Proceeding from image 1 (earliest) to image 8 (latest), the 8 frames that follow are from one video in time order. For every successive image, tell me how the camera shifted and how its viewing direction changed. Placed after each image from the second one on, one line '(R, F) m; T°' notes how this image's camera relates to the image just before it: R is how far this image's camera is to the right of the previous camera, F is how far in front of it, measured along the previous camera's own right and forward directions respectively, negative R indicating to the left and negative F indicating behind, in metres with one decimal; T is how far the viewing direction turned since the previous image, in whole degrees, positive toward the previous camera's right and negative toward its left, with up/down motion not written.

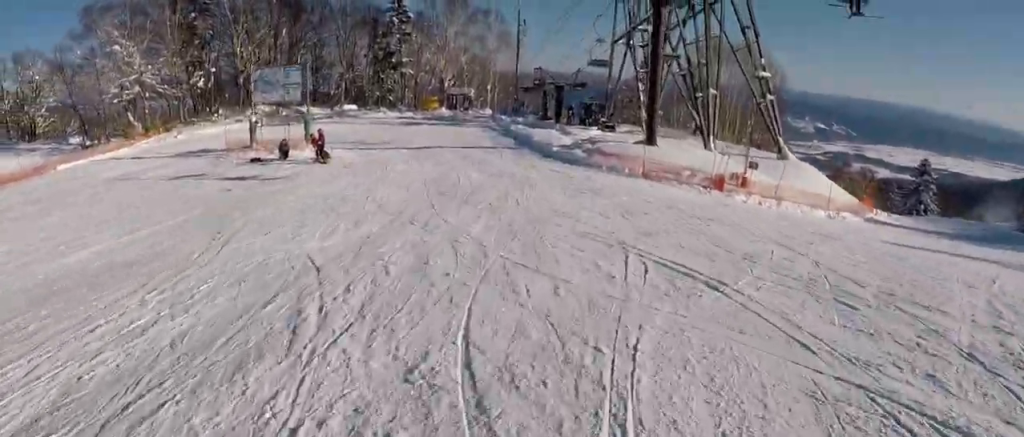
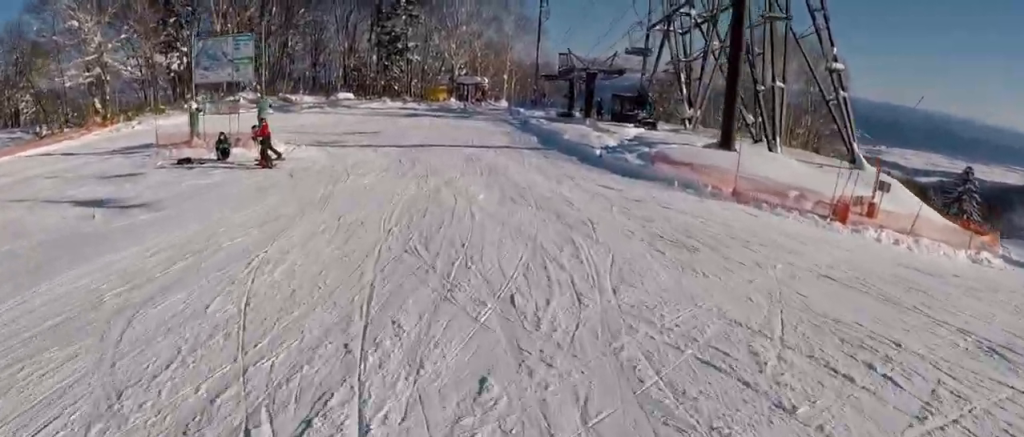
(0.0, +8.0) m; -5°
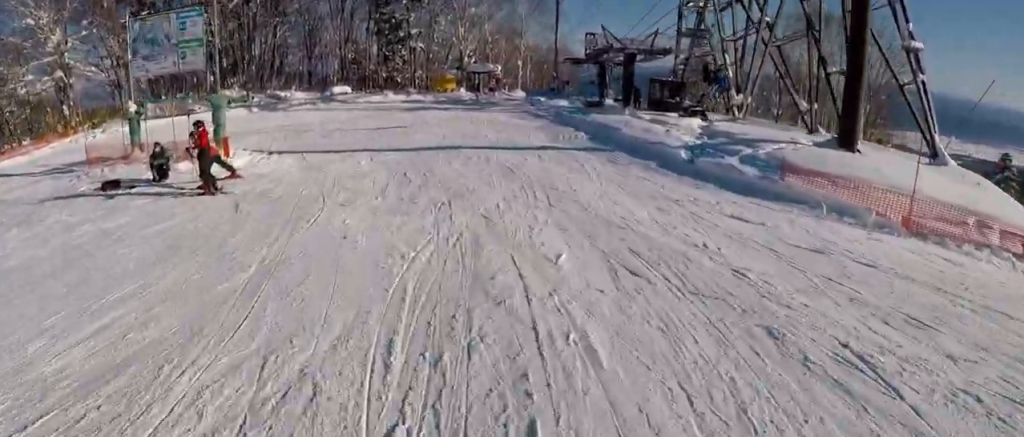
(-0.6, +5.6) m; +4°
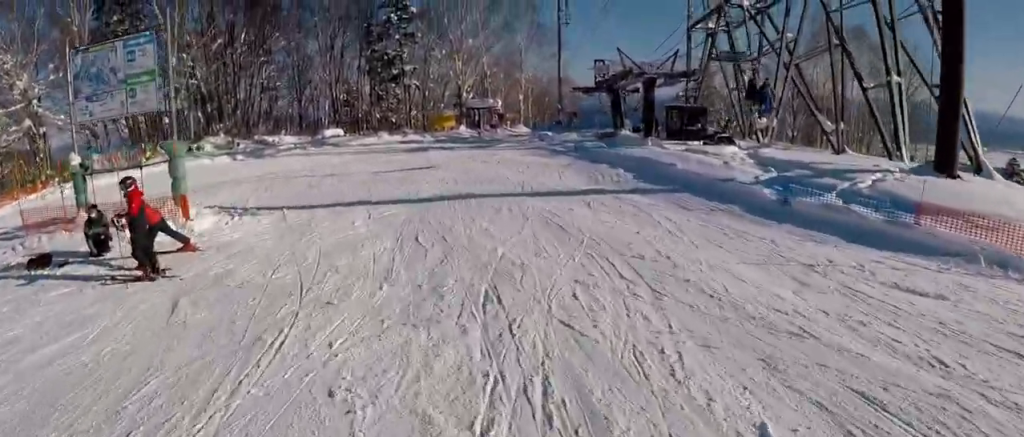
(0.0, +3.2) m; +3°
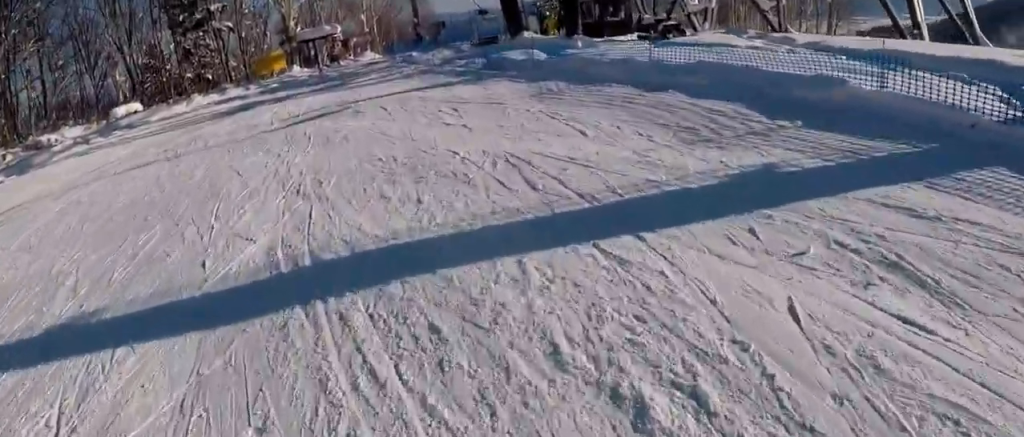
(+1.3, +8.6) m; +4°
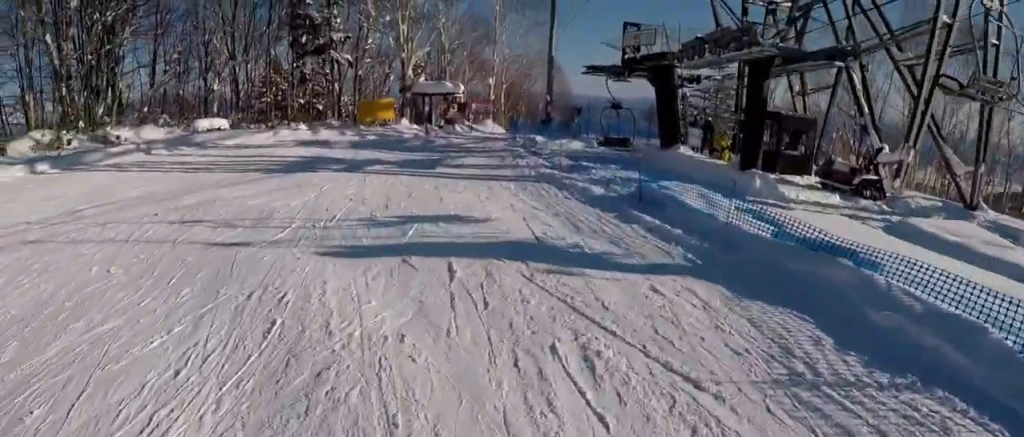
(-0.1, +5.5) m; -9°
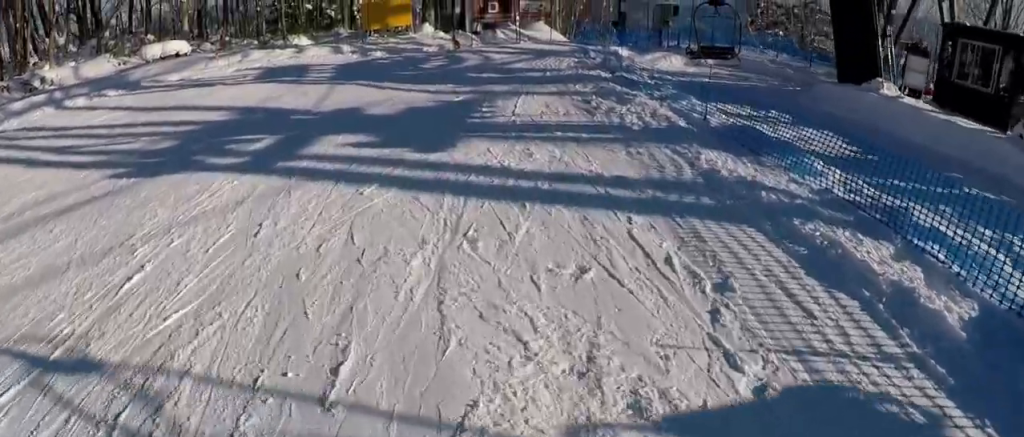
(-1.1, +7.8) m; -1°
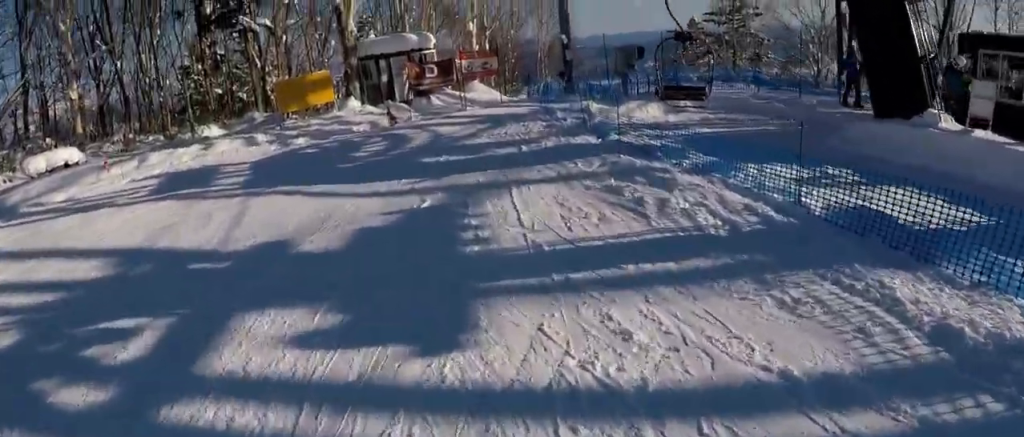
(0.0, +3.1) m; +7°
